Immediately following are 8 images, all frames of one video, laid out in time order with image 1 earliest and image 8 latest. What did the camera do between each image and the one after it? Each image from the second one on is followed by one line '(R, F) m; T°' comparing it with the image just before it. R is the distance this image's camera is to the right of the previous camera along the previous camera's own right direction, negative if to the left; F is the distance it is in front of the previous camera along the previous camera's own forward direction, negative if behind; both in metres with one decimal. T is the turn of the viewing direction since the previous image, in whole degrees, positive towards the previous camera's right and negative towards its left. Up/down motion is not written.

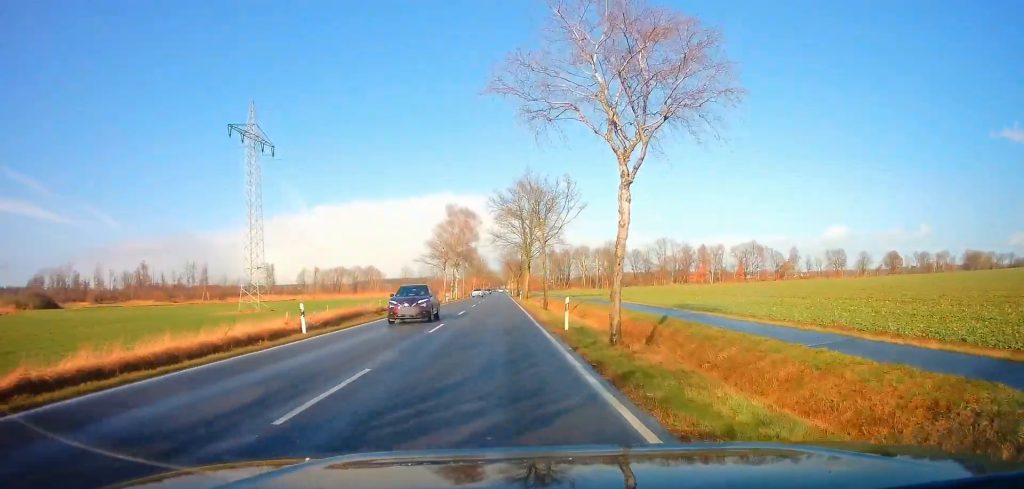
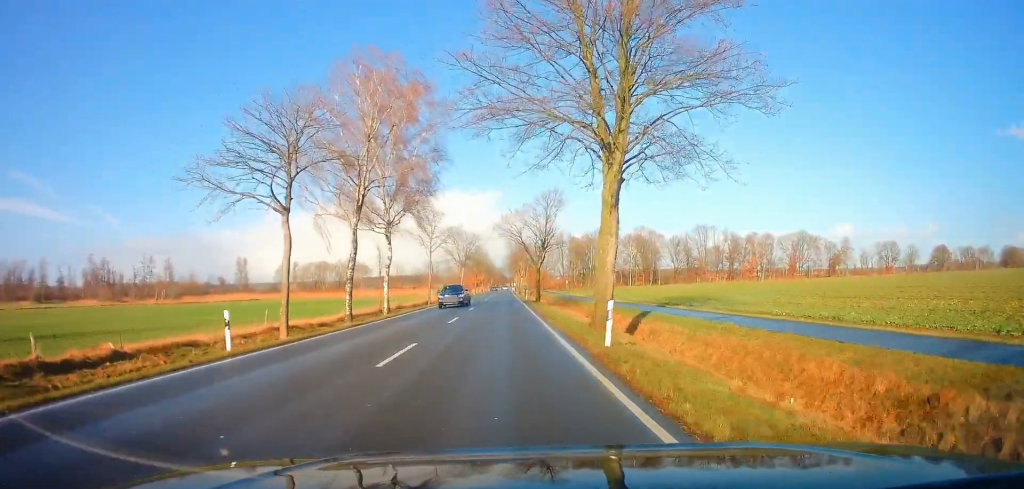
(-0.3, +55.1) m; 0°
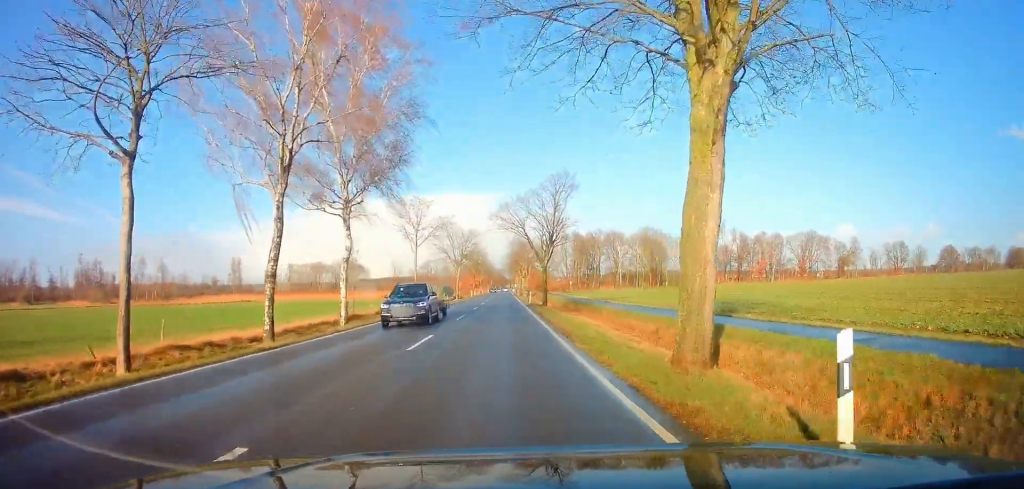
(0.0, +9.1) m; 0°
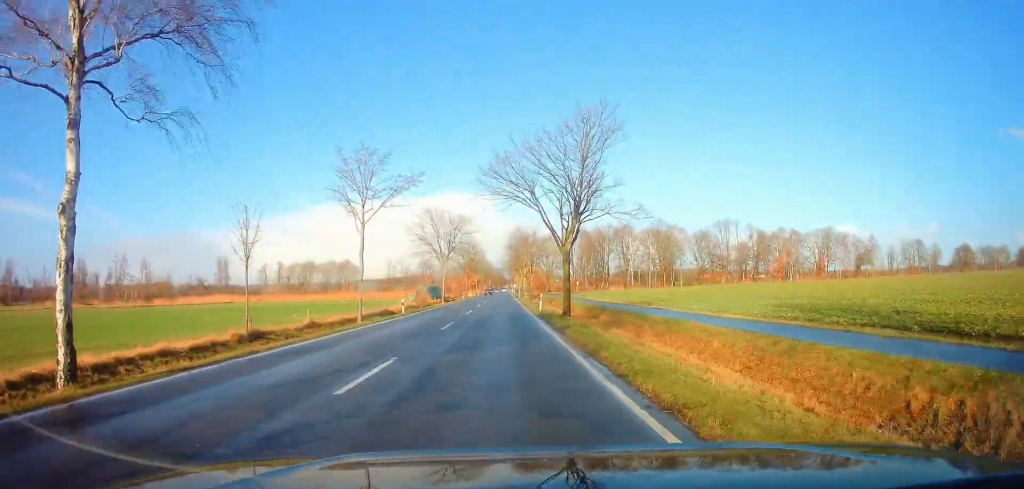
(0.0, +17.4) m; 0°
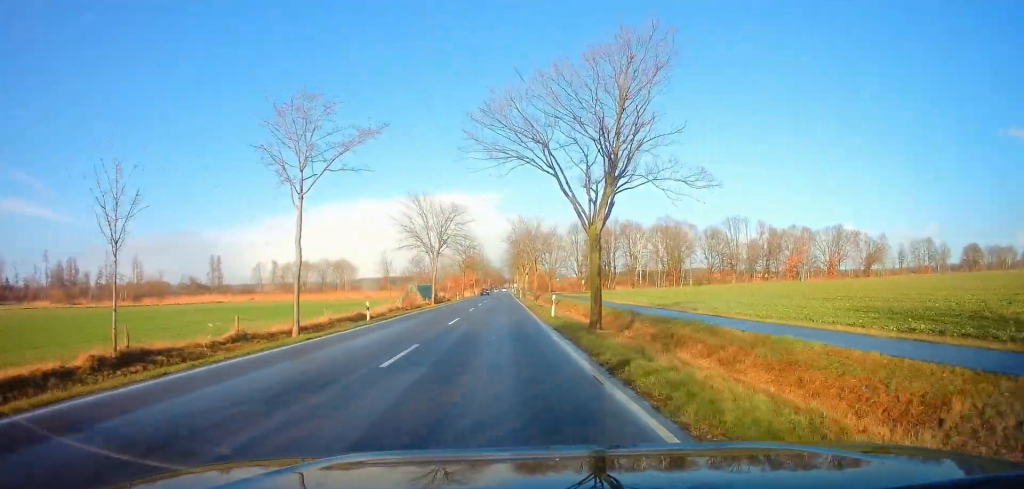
(0.0, +9.3) m; 0°
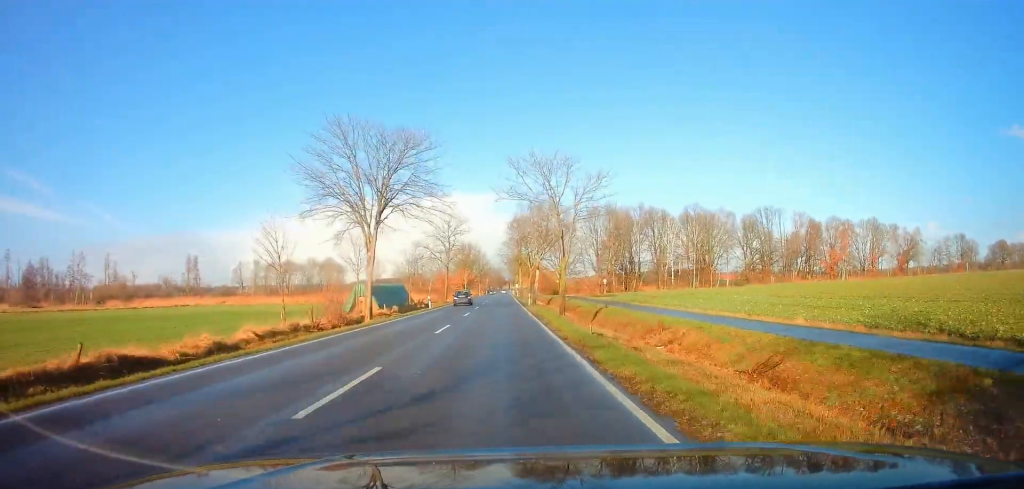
(0.0, +28.2) m; 0°
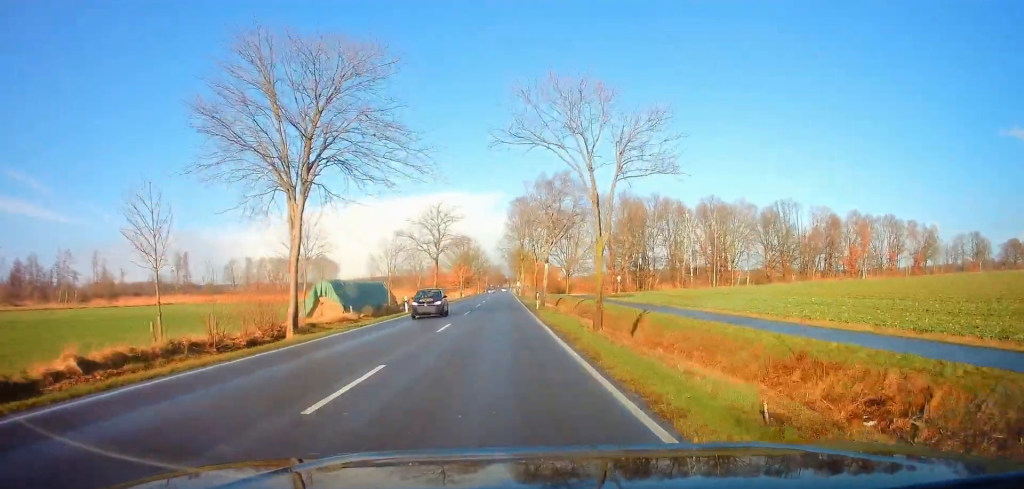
(0.0, +11.7) m; 0°
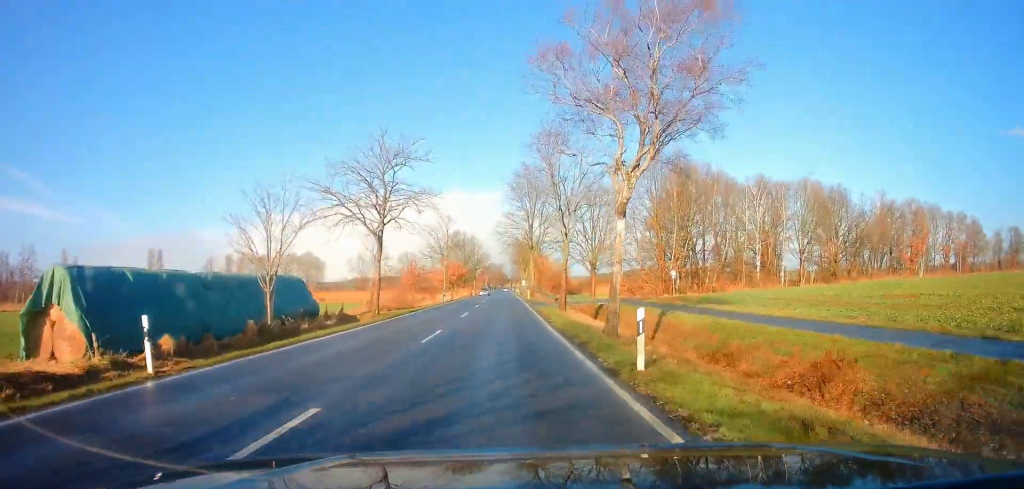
(0.0, +27.9) m; 0°
